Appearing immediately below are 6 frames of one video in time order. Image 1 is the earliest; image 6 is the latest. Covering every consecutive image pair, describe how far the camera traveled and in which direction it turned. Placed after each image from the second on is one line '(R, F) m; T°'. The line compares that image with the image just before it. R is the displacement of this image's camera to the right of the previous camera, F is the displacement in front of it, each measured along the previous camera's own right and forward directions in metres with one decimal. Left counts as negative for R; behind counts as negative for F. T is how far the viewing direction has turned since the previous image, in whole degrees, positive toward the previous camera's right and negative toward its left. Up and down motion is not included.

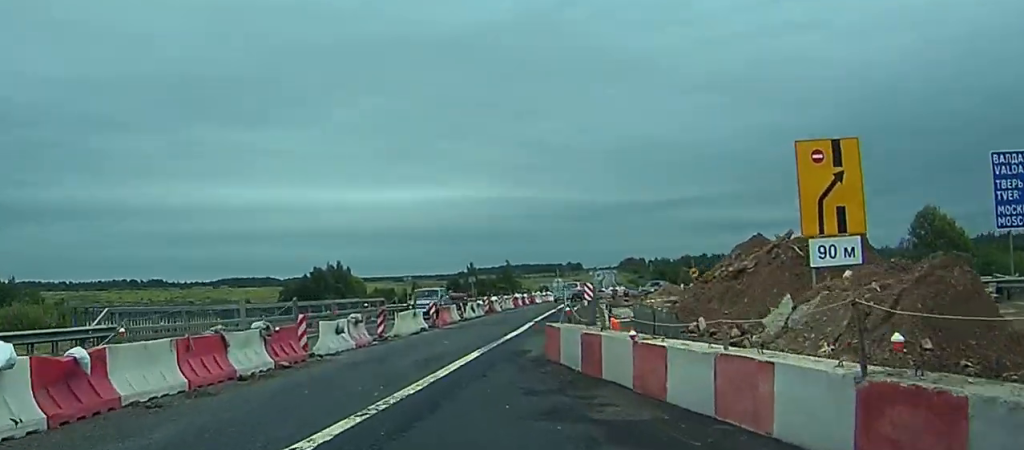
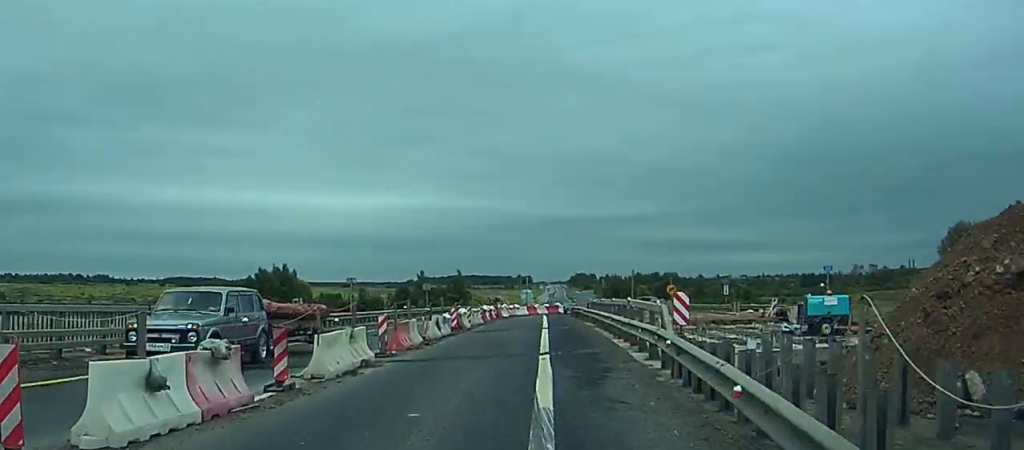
(-0.3, +13.6) m; +6°
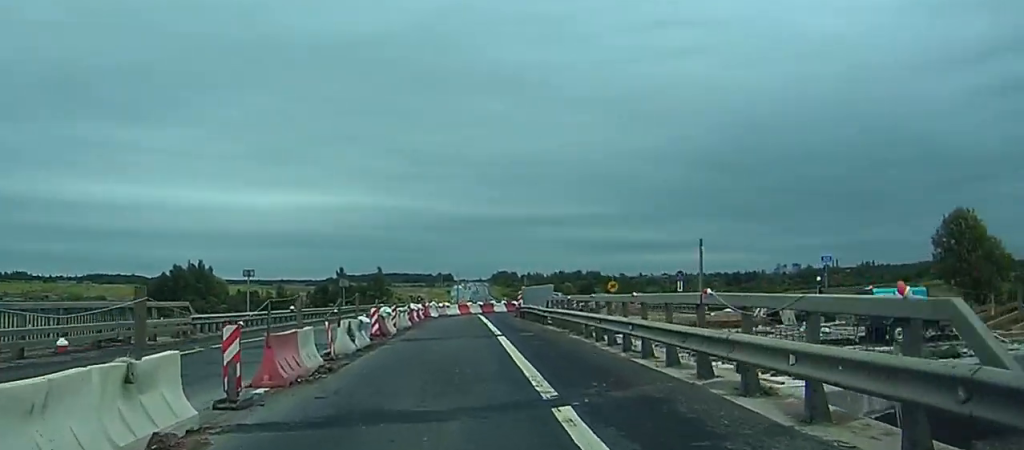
(-0.8, +10.5) m; +15°
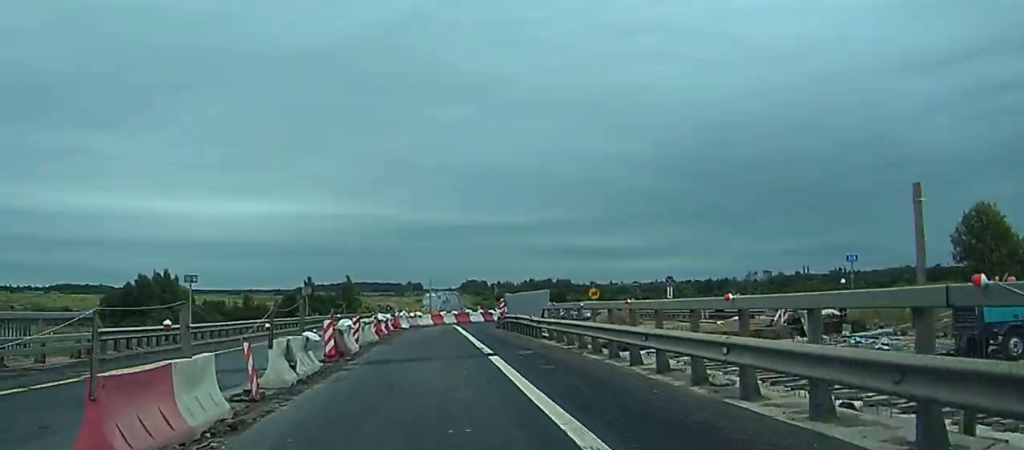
(+2.3, +5.3) m; -1°
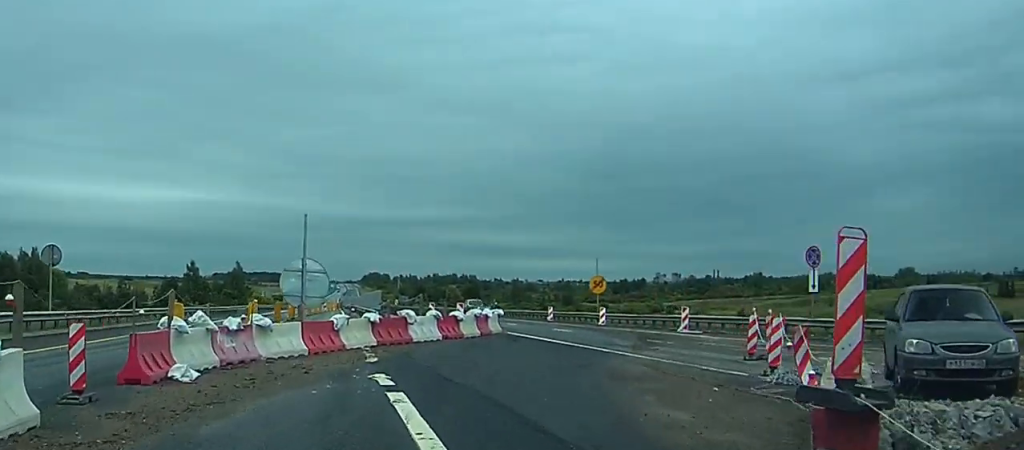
(-11.5, +39.4) m; -20°
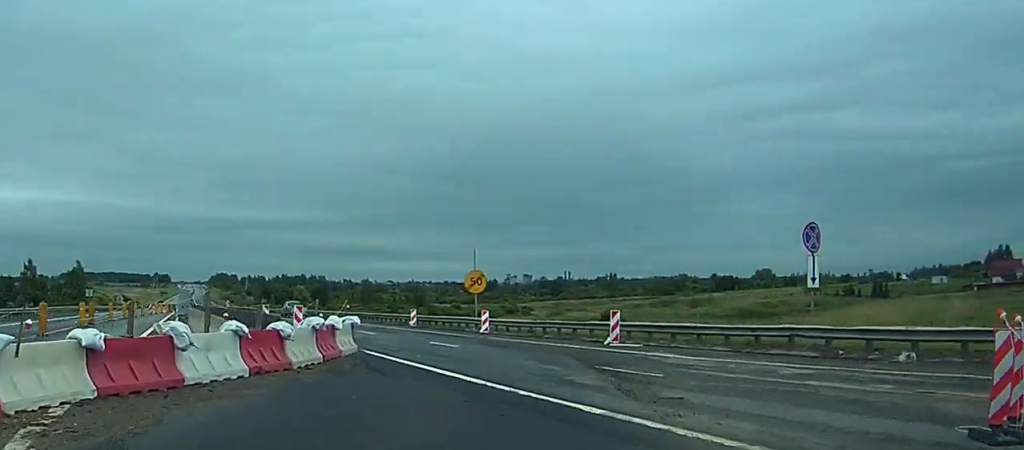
(+0.9, +13.6) m; +10°
